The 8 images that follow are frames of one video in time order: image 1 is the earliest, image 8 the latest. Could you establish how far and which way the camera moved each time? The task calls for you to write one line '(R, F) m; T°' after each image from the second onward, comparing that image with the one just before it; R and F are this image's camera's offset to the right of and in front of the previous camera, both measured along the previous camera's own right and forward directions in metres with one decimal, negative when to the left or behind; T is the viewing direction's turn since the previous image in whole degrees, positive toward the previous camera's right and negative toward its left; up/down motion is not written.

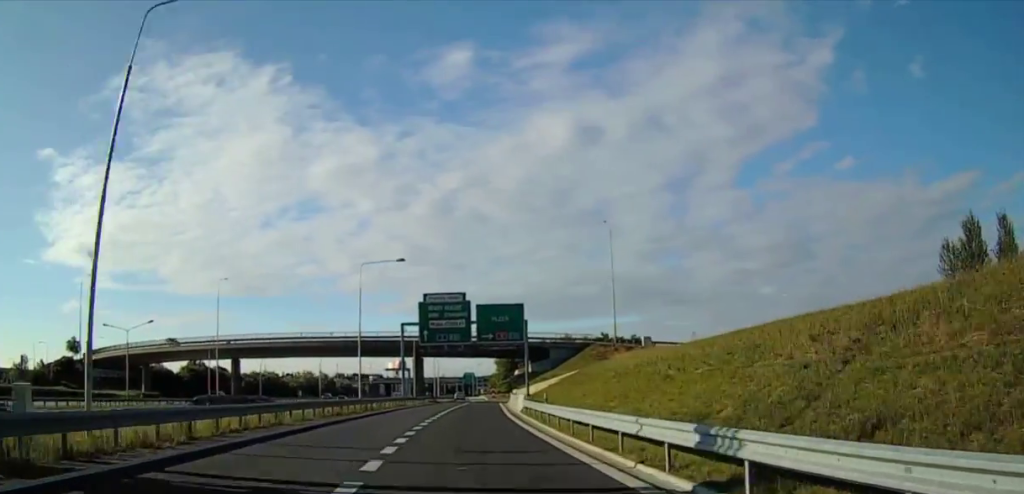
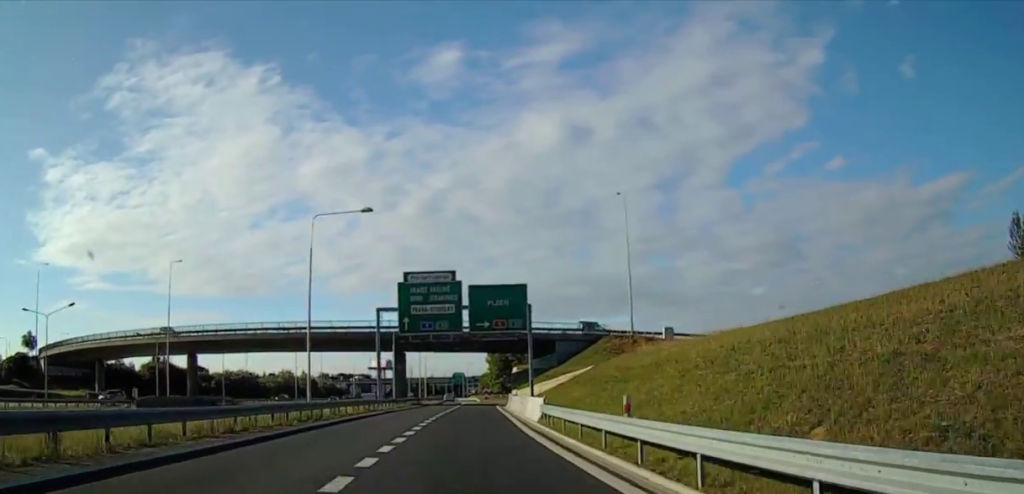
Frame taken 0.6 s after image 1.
(0.0, +14.5) m; 0°
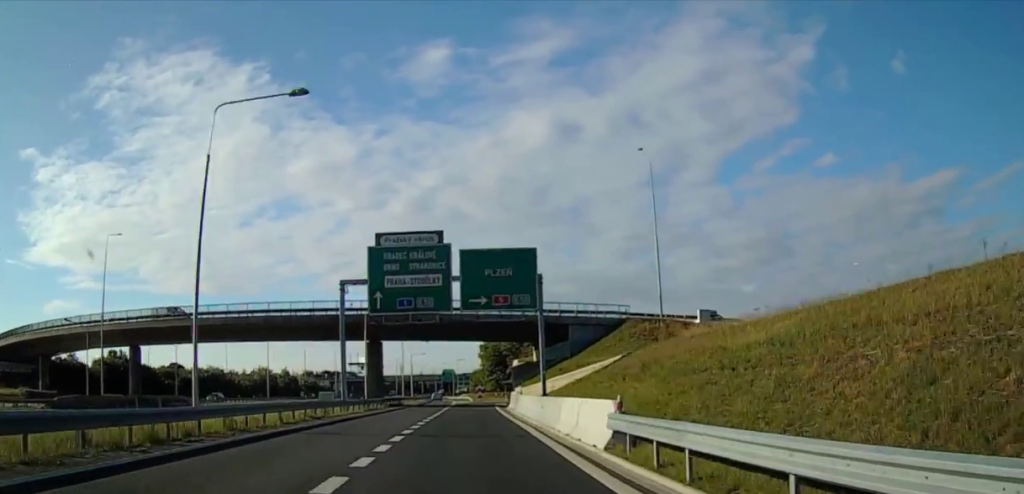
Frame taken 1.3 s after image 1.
(0.0, +15.1) m; 0°
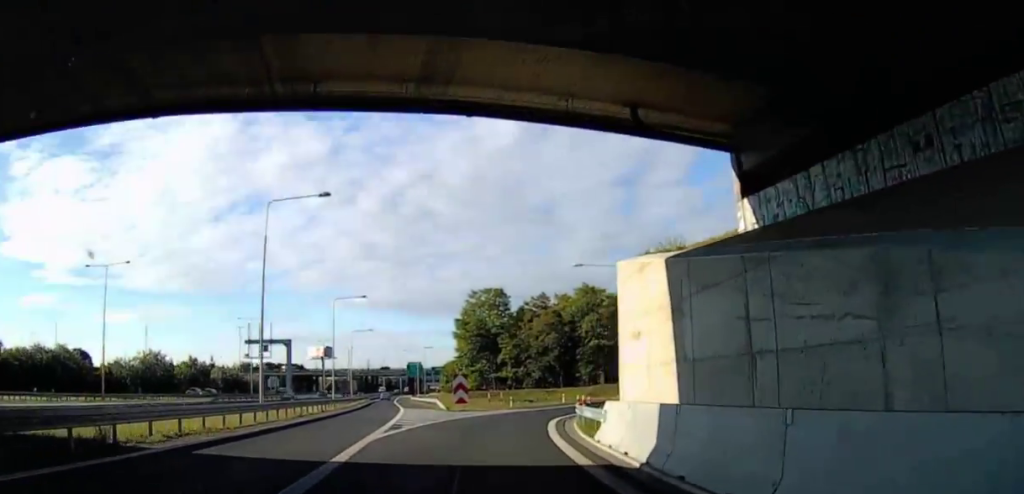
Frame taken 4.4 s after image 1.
(+2.3, +58.0) m; +1°
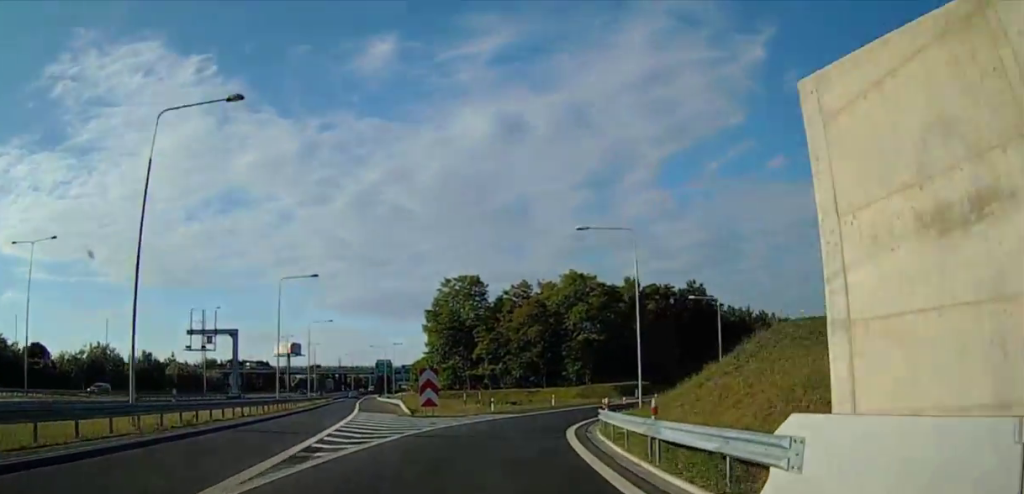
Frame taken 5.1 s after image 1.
(-0.5, +12.1) m; +3°
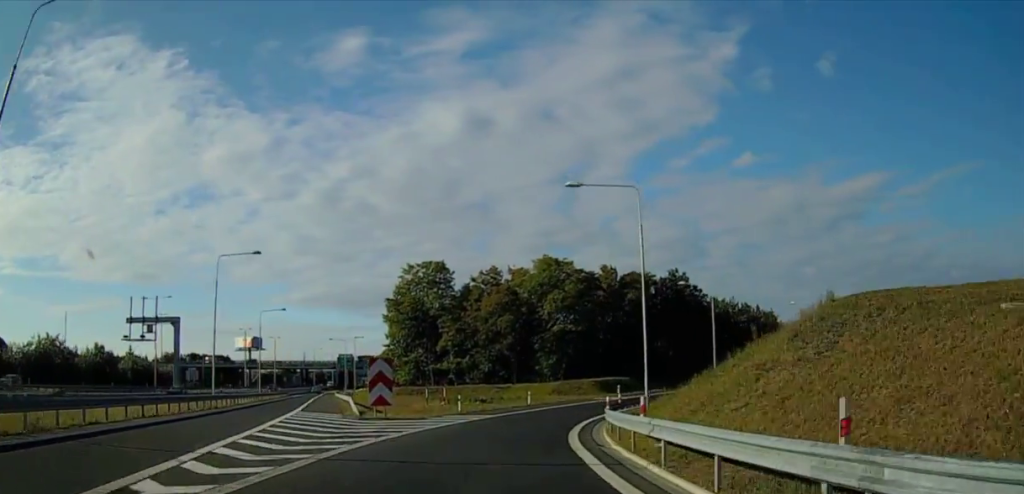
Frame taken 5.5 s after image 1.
(-0.3, +8.0) m; +3°
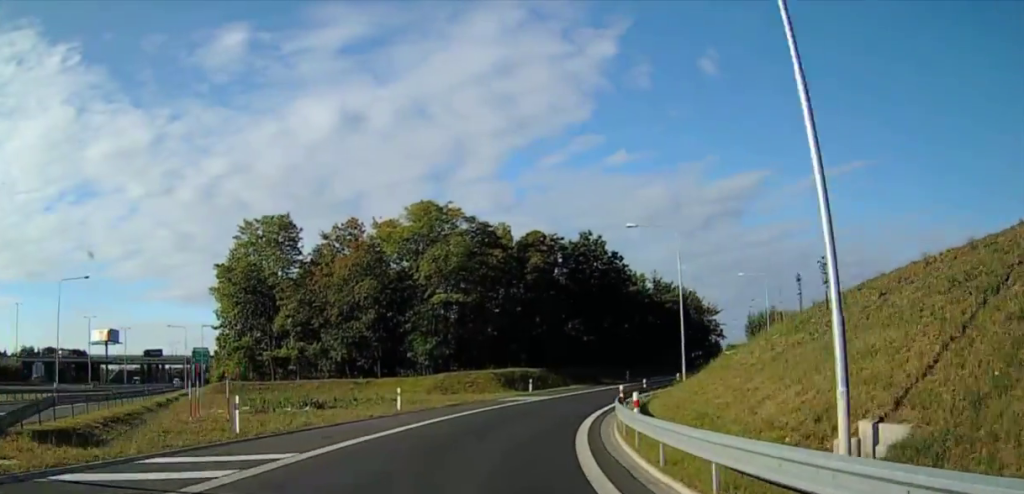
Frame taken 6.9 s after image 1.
(+3.2, +22.2) m; +11°
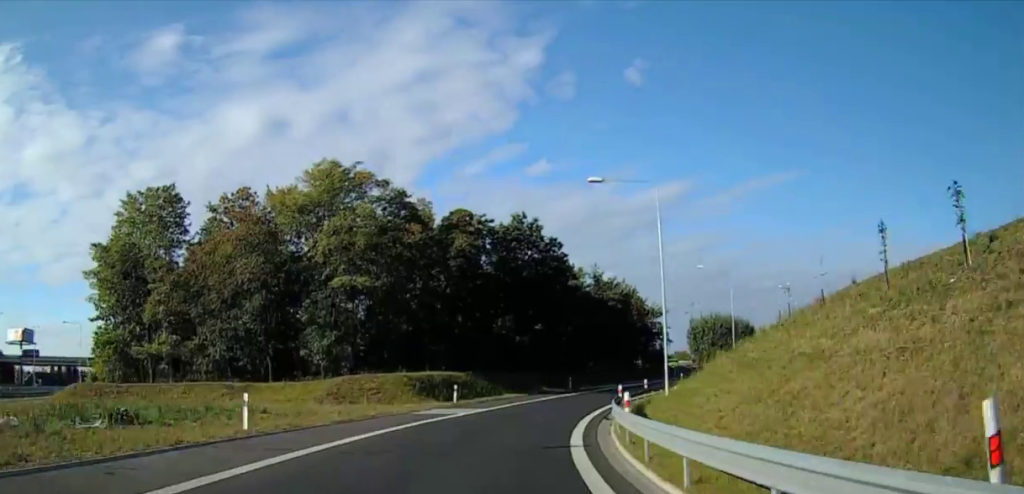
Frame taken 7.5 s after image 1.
(+0.4, +11.2) m; +3°
